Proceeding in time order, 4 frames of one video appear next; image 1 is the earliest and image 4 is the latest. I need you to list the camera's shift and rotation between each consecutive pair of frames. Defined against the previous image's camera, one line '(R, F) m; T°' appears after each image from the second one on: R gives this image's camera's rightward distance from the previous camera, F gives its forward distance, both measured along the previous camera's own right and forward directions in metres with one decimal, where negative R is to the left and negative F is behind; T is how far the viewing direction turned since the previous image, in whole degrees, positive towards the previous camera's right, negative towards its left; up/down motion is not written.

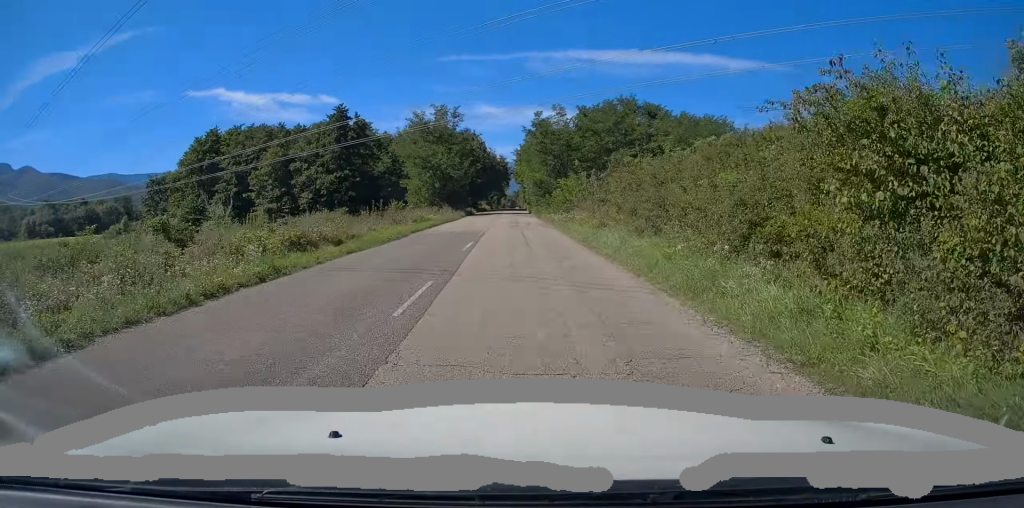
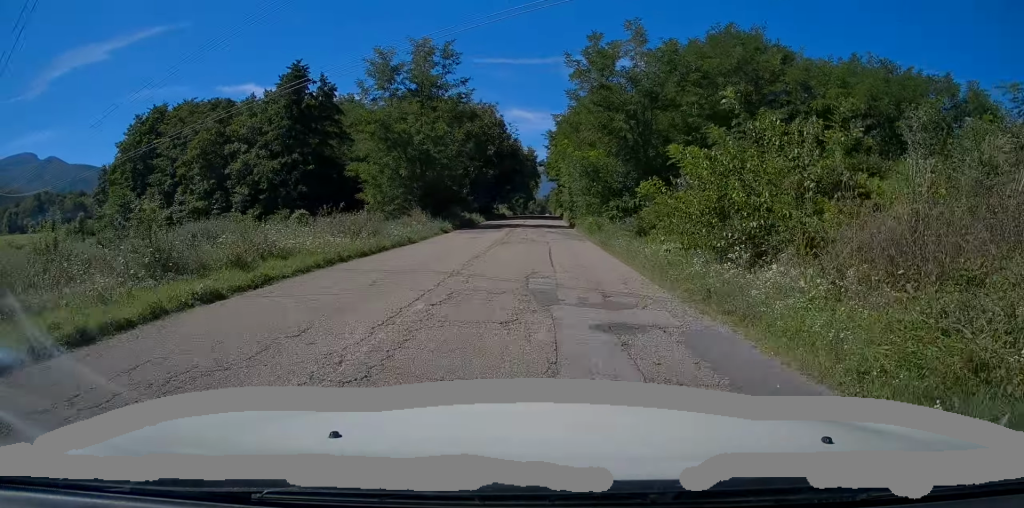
(0.0, +27.8) m; -1°
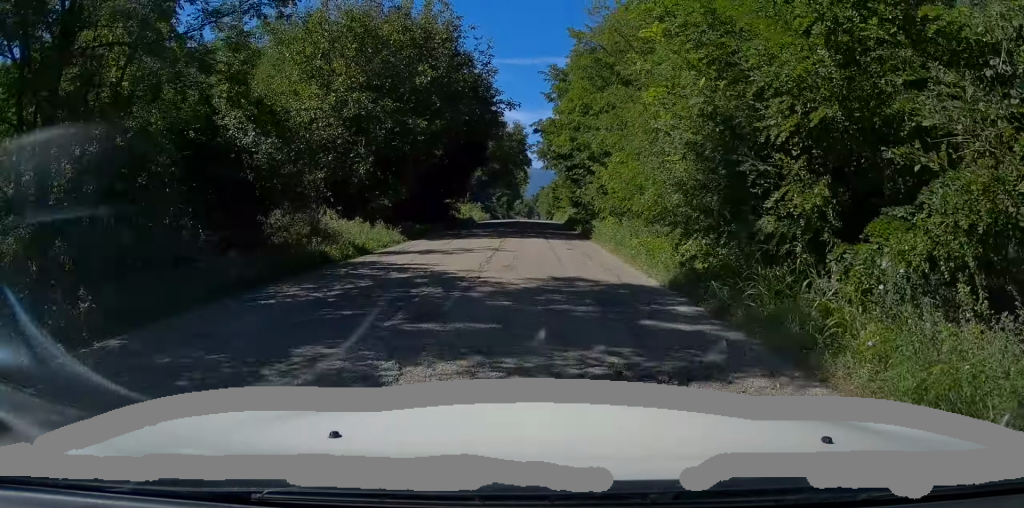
(-0.2, +29.8) m; 0°
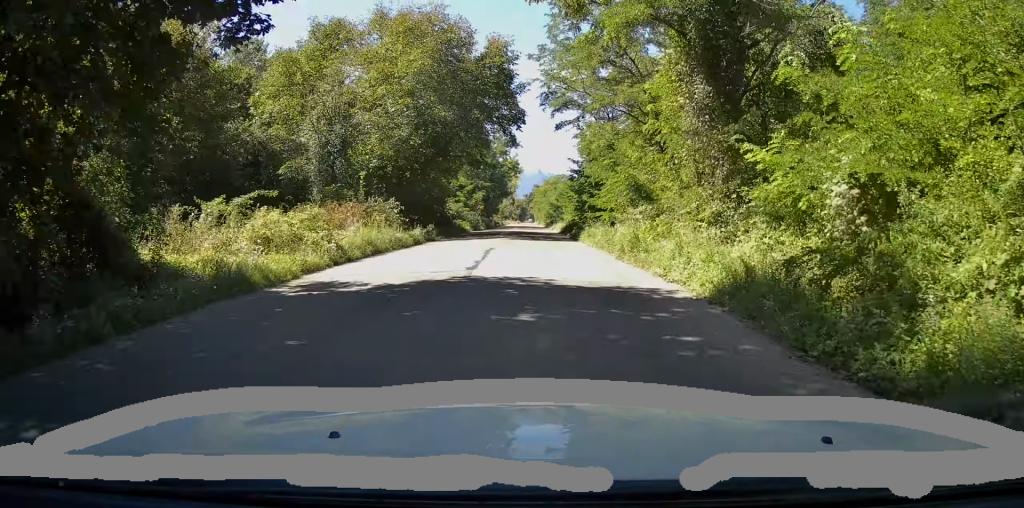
(-0.6, +37.4) m; -1°
